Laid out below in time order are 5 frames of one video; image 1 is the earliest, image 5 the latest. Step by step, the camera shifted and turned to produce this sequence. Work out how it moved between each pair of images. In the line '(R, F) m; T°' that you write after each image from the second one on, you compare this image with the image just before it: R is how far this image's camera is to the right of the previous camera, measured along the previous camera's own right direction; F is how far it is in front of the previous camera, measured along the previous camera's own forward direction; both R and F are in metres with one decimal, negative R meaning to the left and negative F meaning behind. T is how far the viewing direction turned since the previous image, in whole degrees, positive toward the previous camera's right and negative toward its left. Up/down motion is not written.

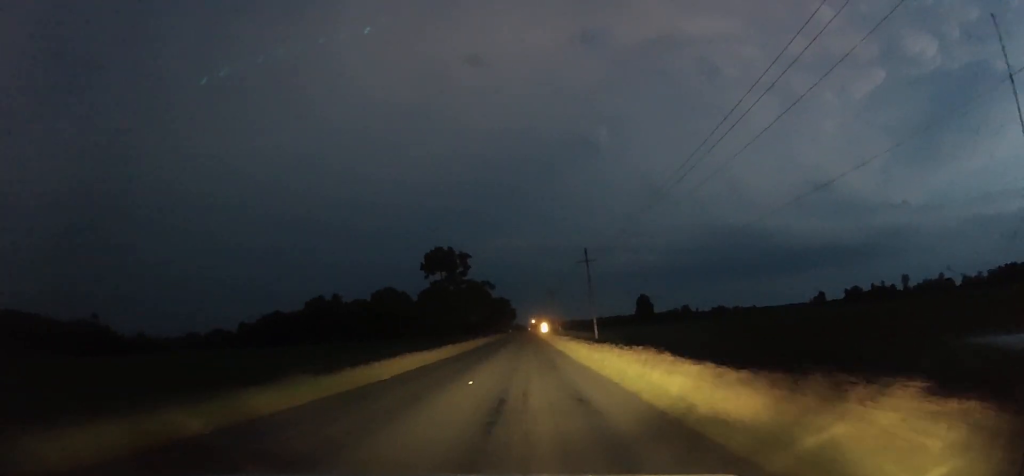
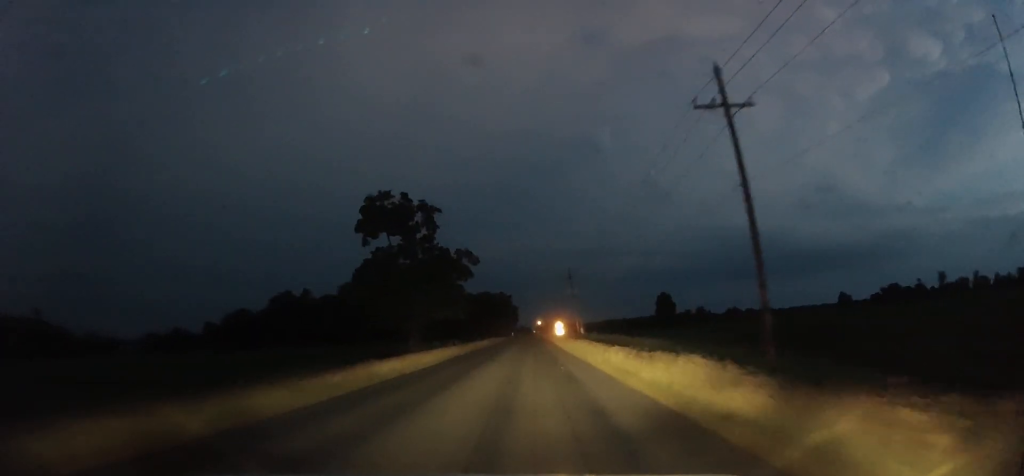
(+0.5, +46.9) m; -2°
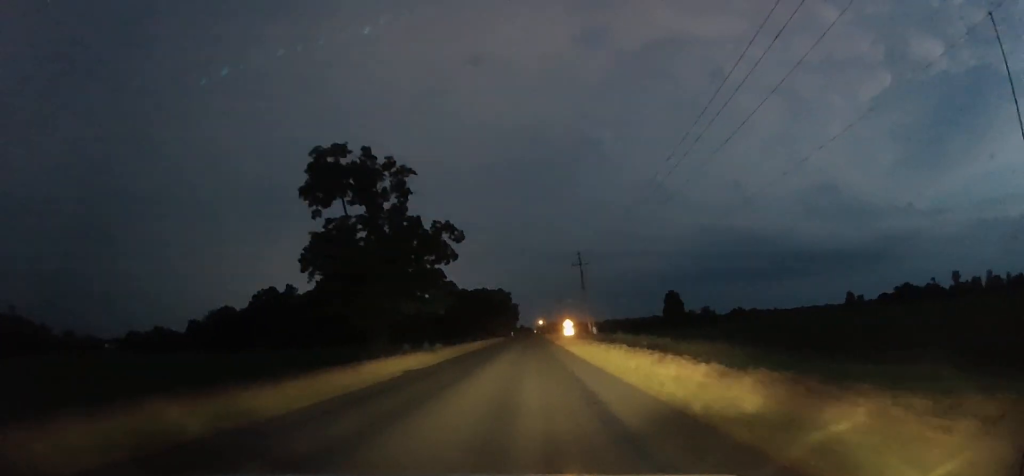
(-0.7, +17.6) m; -1°
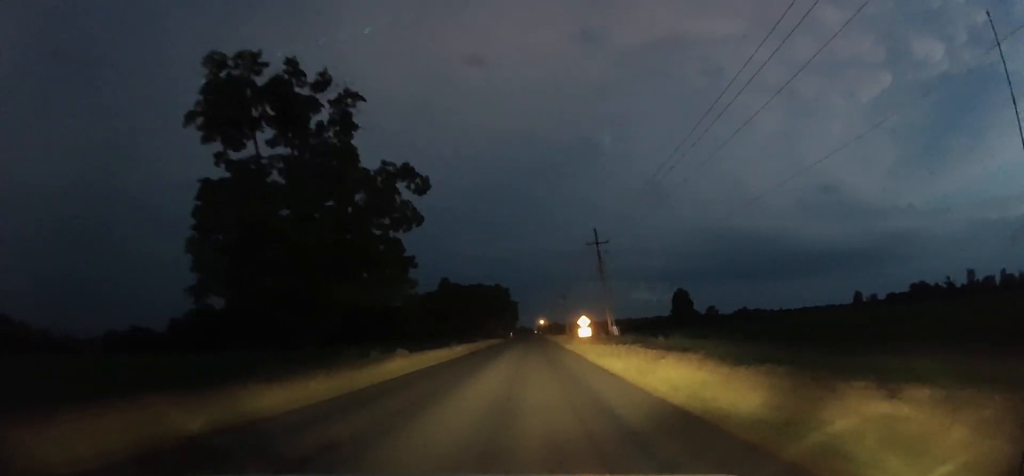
(+0.7, +18.9) m; +3°
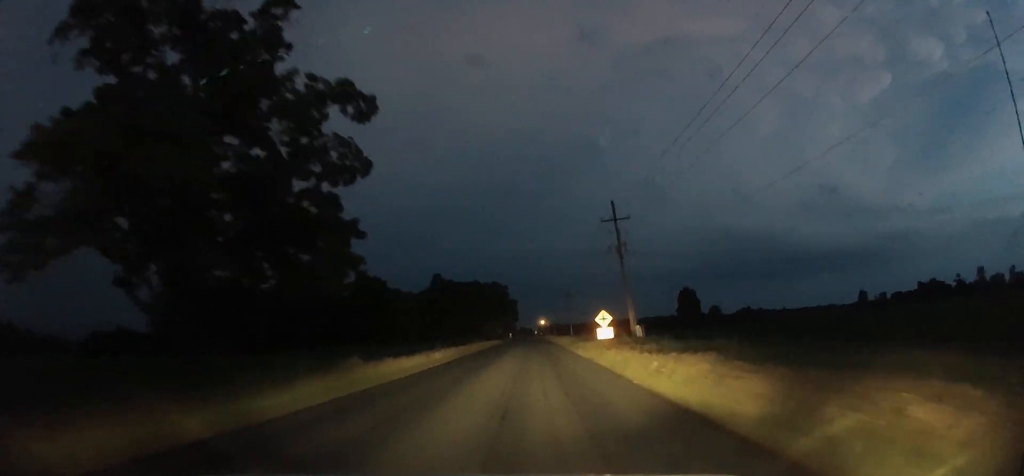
(0.0, +13.0) m; -1°
